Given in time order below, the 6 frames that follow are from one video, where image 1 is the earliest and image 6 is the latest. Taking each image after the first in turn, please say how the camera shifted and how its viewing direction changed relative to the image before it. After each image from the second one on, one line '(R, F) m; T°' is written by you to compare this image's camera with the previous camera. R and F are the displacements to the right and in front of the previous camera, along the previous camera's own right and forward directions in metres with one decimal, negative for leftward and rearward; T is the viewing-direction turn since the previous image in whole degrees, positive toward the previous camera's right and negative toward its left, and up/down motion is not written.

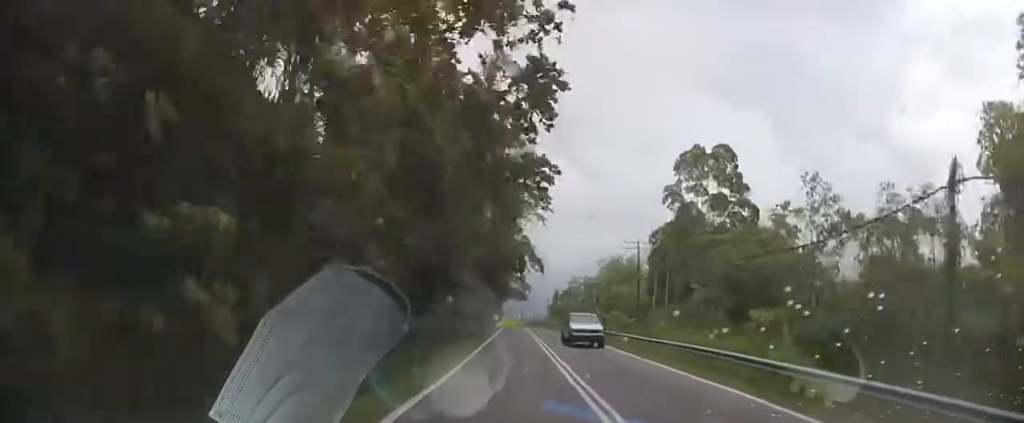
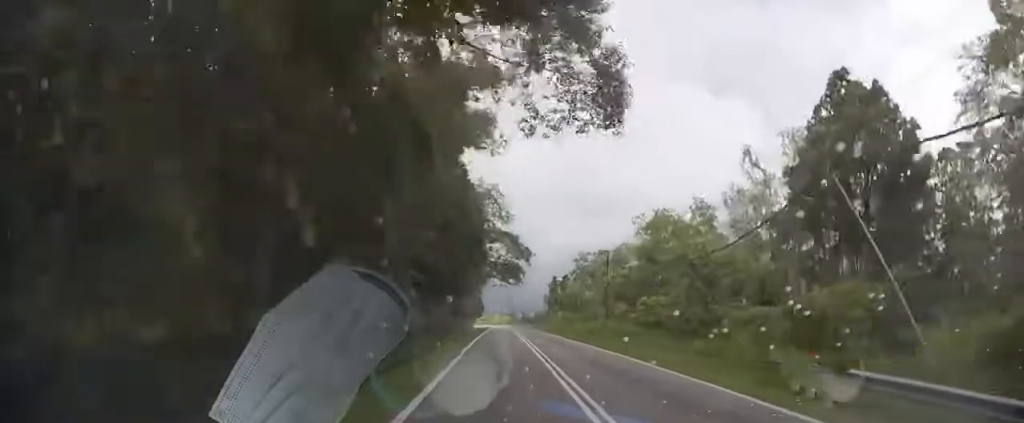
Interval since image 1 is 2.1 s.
(+1.8, +44.2) m; +4°
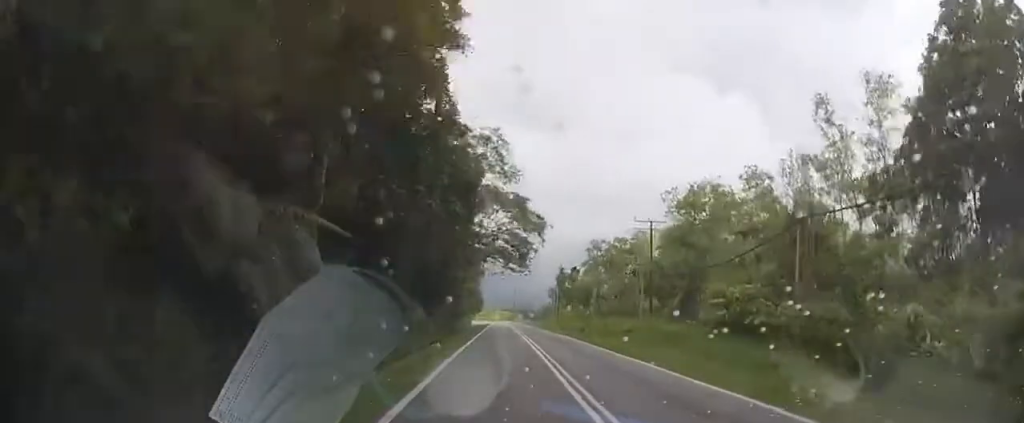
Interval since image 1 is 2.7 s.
(+0.2, +12.8) m; 0°
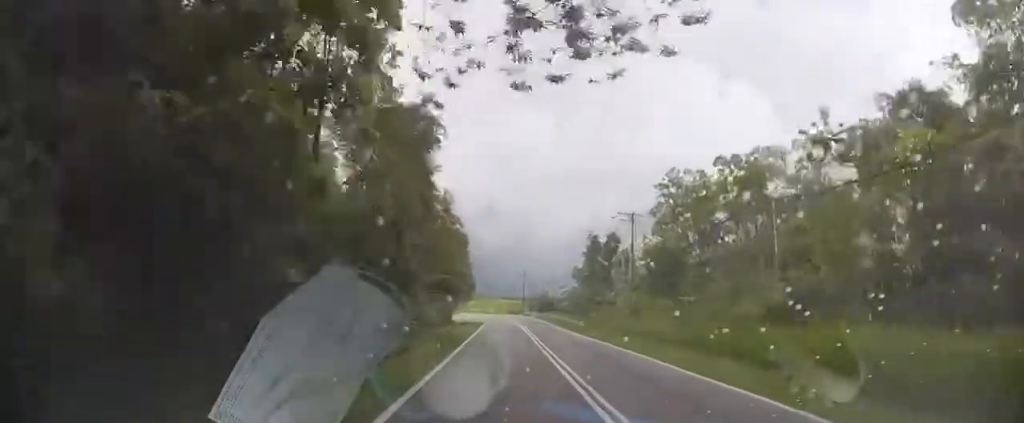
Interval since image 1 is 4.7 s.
(-1.3, +43.3) m; -2°
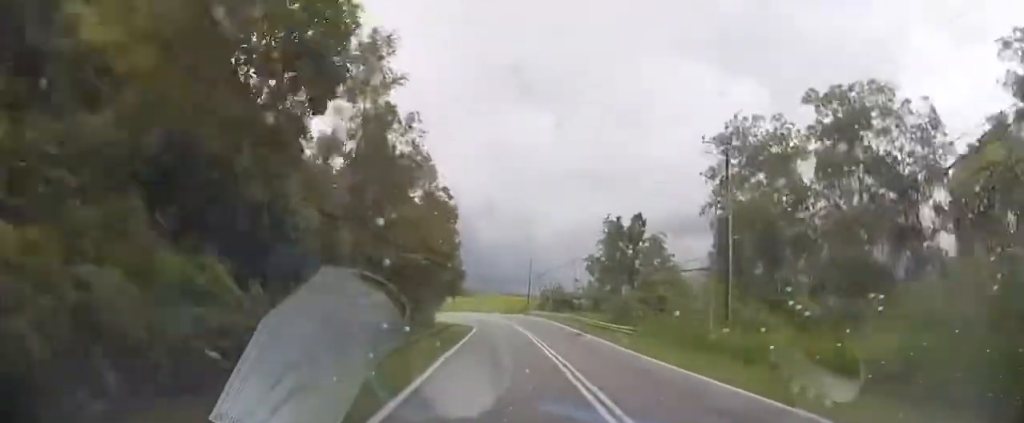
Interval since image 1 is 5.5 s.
(+0.2, +16.0) m; +1°
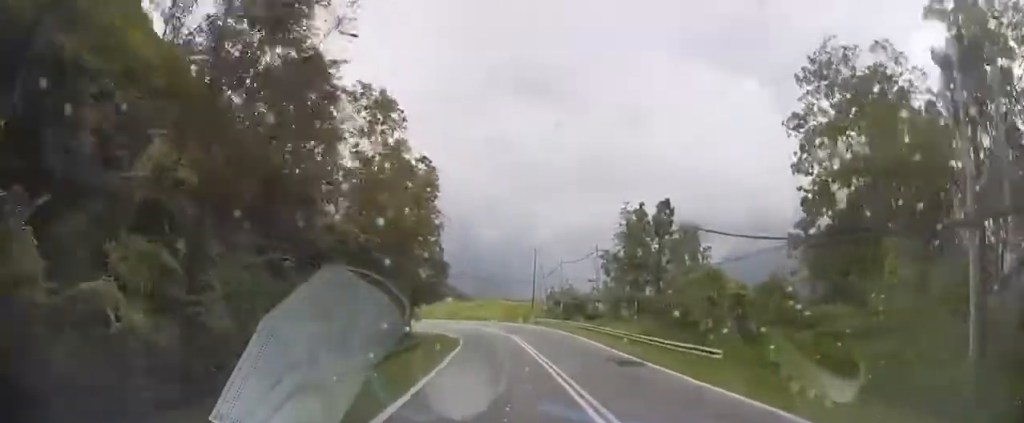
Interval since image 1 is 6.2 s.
(0.0, +12.9) m; -1°
